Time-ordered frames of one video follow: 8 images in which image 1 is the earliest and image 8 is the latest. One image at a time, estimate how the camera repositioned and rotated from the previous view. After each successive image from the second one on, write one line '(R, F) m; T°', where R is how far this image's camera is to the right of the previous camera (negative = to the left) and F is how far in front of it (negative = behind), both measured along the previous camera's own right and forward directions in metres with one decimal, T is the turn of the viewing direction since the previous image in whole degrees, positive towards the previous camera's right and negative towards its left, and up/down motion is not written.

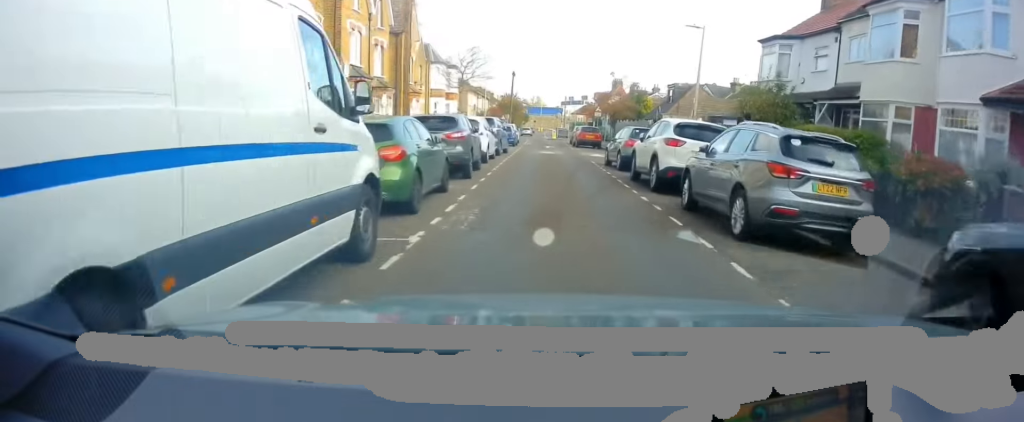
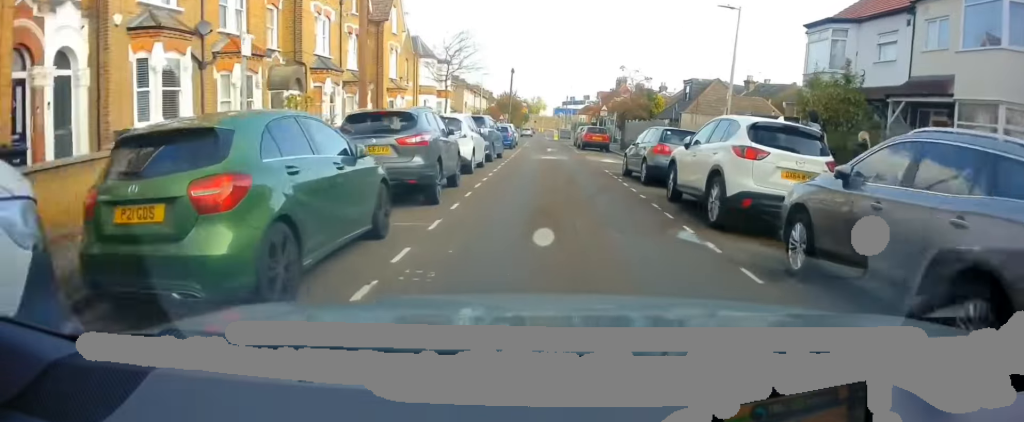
(-0.2, +4.5) m; -3°
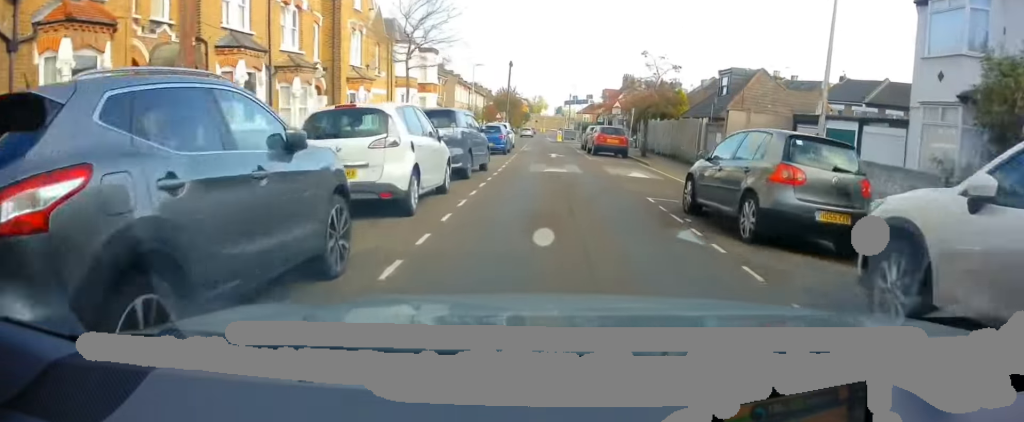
(-0.3, +7.3) m; -3°
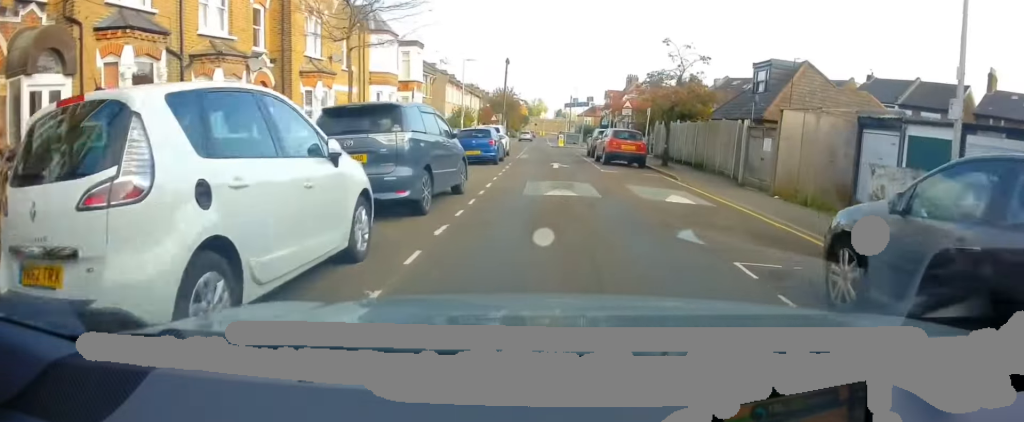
(0.0, +5.3) m; +1°
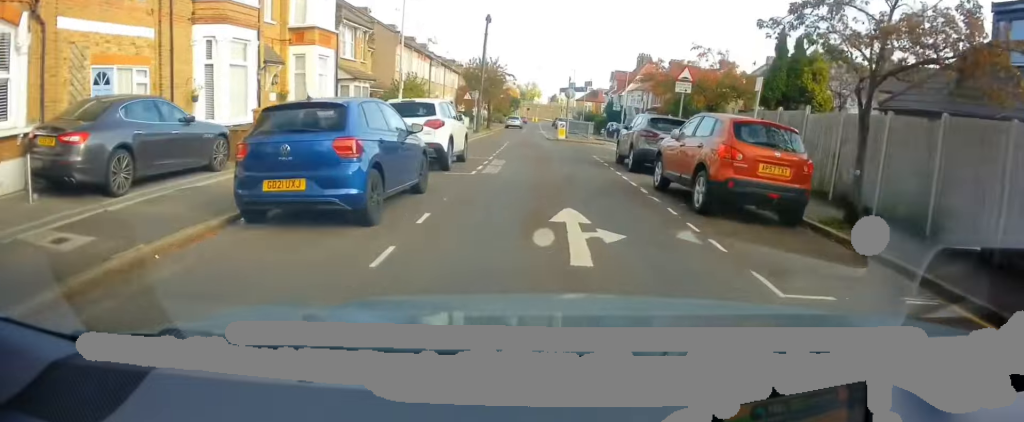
(+0.9, +15.6) m; +4°
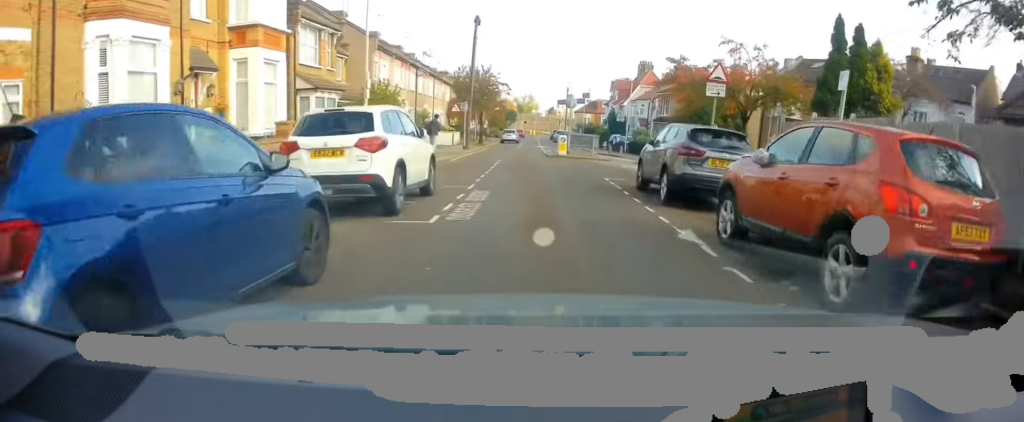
(0.0, +4.5) m; -2°
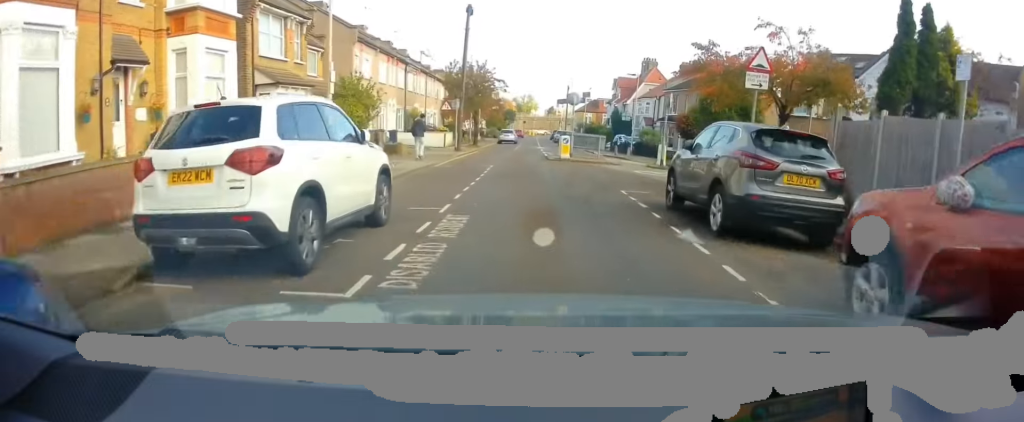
(-0.1, +3.3) m; -1°
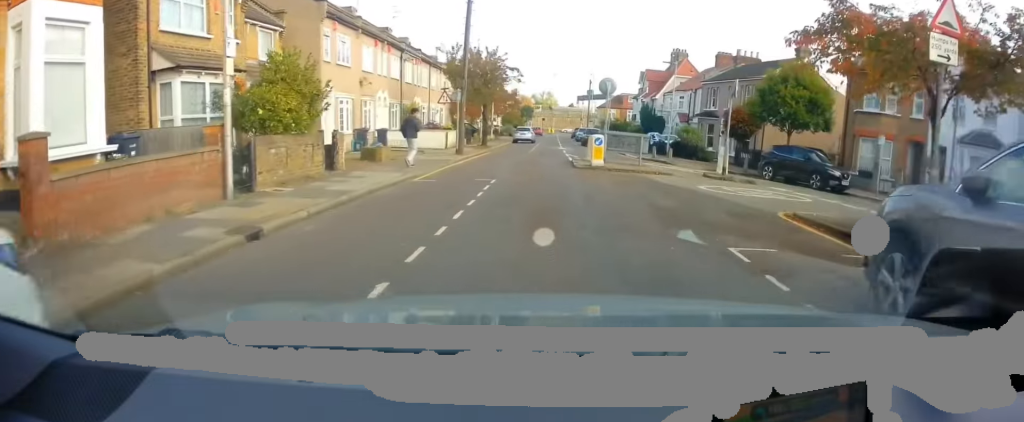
(-0.1, +6.3) m; 0°
